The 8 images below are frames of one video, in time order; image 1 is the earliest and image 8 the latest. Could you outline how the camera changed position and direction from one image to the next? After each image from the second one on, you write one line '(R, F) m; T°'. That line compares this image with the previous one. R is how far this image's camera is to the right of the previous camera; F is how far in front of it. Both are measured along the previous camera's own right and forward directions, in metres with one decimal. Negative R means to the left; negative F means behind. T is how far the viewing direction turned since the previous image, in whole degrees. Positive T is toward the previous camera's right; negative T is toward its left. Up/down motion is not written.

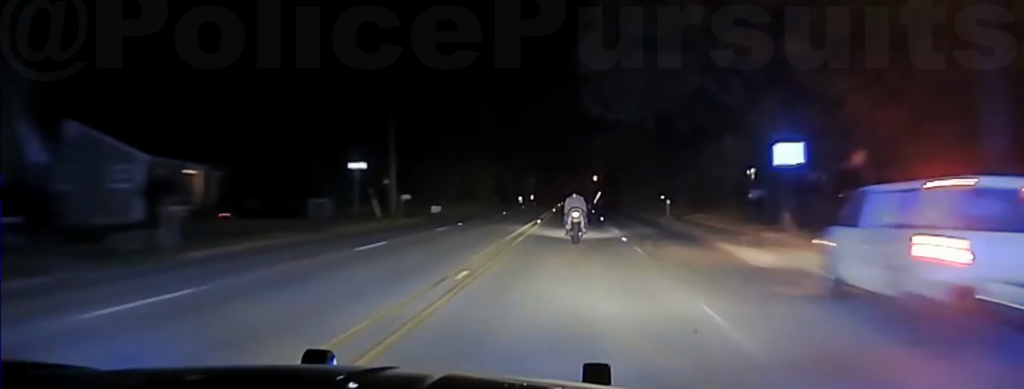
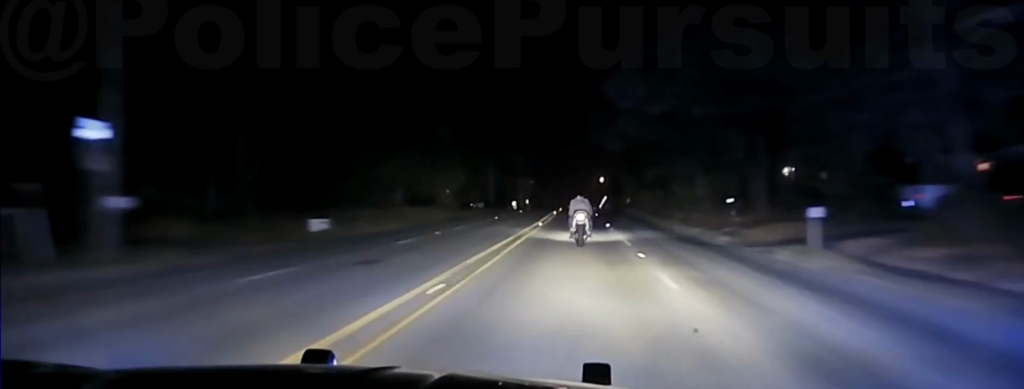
(-0.3, +31.8) m; 0°
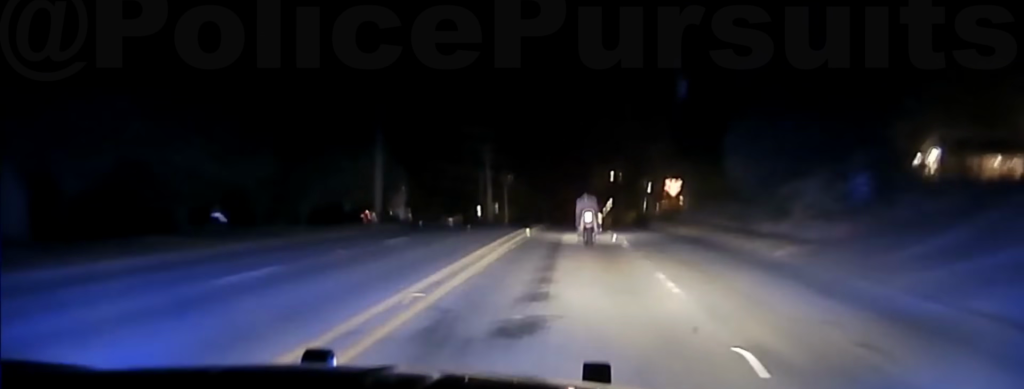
(+0.6, +63.1) m; +1°
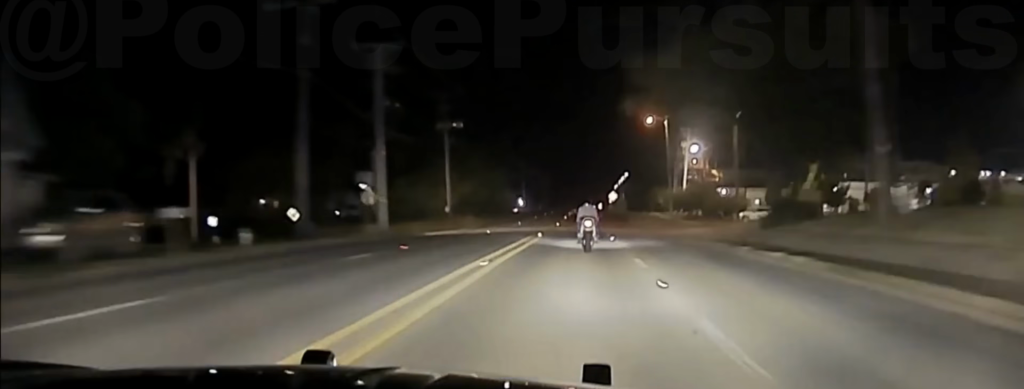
(-0.4, +63.0) m; -1°
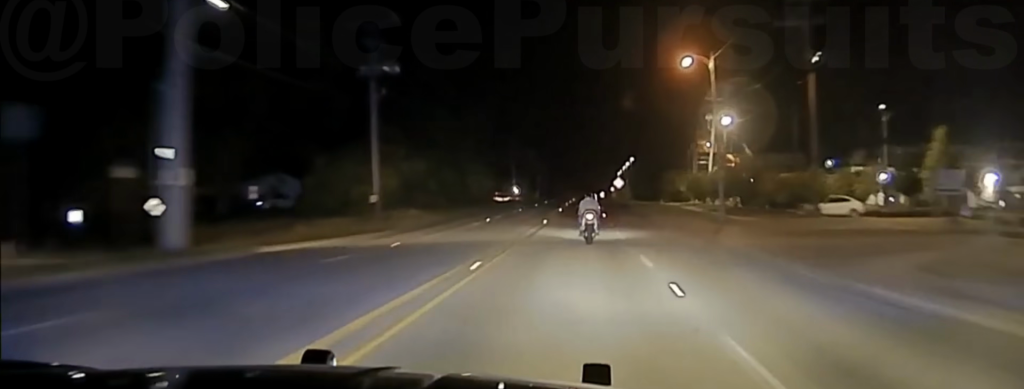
(-0.1, +24.1) m; 0°
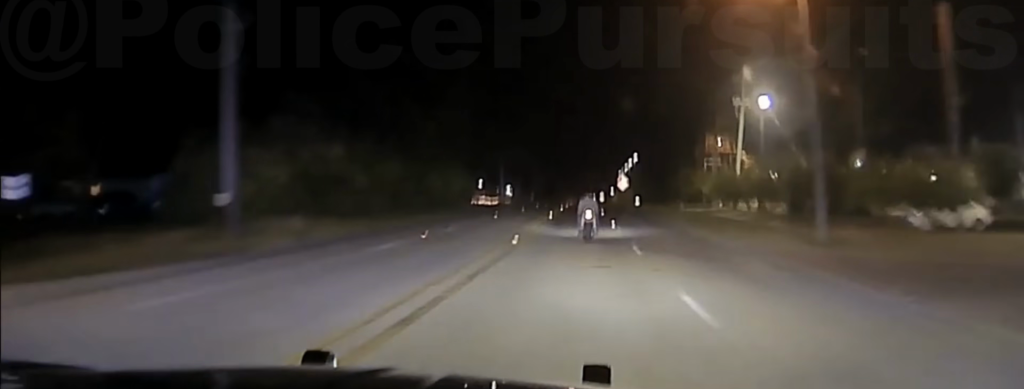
(+0.1, +18.3) m; 0°
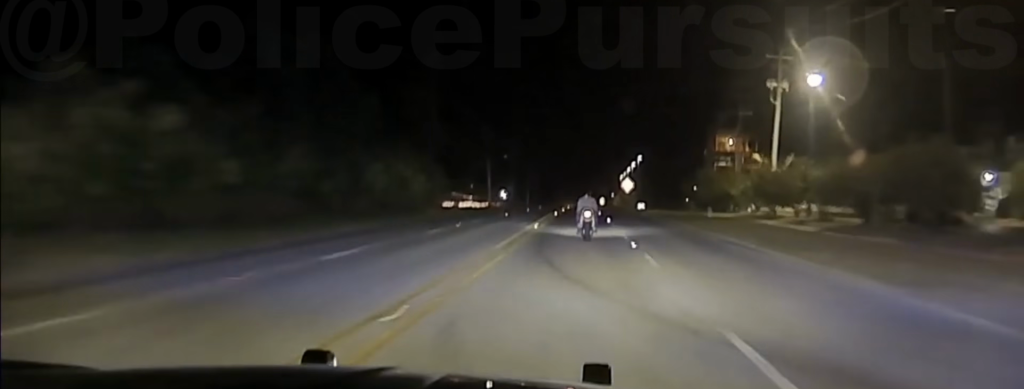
(0.0, +16.2) m; 0°
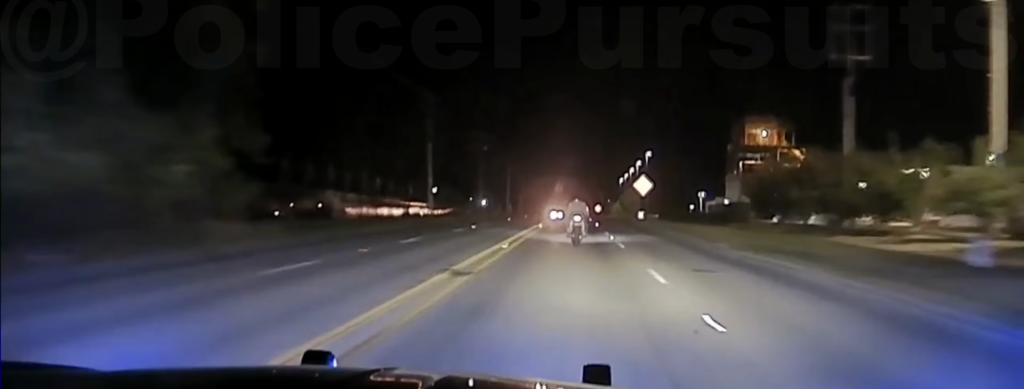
(+0.1, +43.0) m; 0°
